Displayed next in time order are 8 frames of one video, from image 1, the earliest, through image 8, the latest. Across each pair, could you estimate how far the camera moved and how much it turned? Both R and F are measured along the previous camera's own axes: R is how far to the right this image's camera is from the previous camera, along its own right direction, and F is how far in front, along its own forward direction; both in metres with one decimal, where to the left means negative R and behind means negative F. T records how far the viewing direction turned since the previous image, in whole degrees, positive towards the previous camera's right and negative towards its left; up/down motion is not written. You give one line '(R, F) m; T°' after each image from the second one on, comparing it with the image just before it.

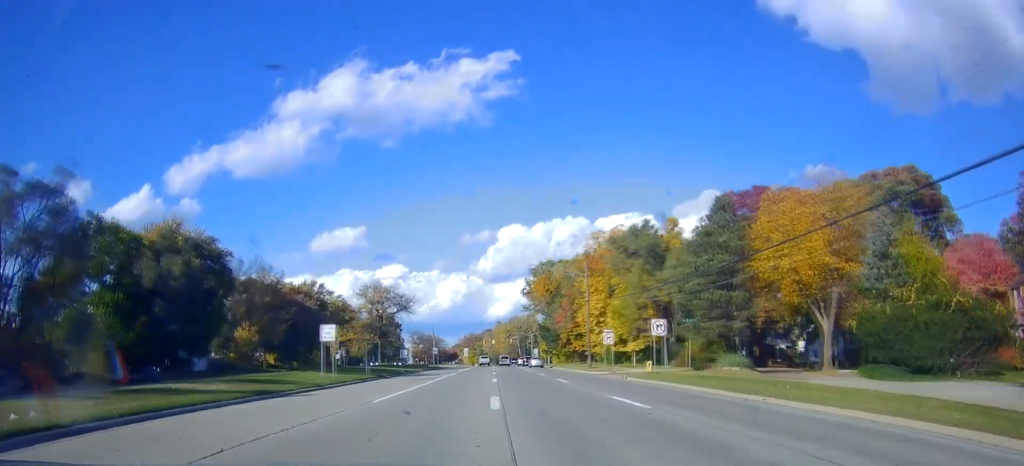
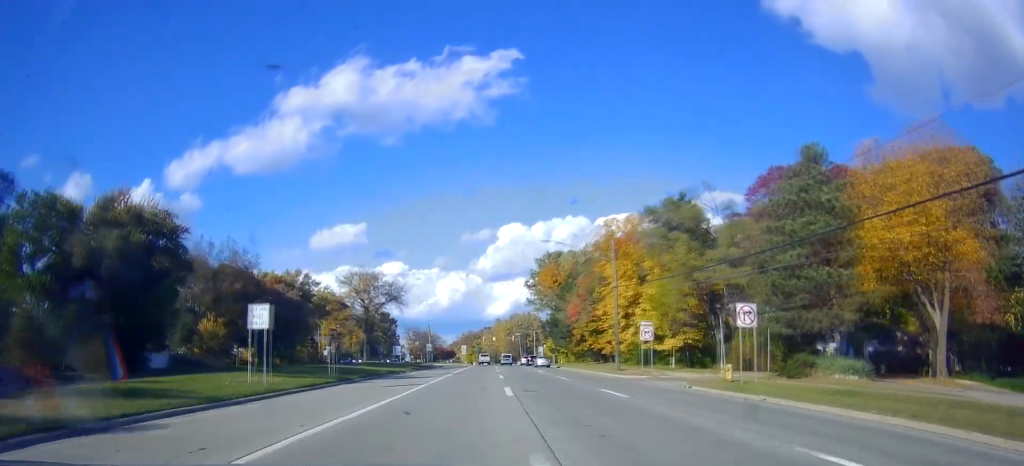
(+0.4, +11.1) m; +1°
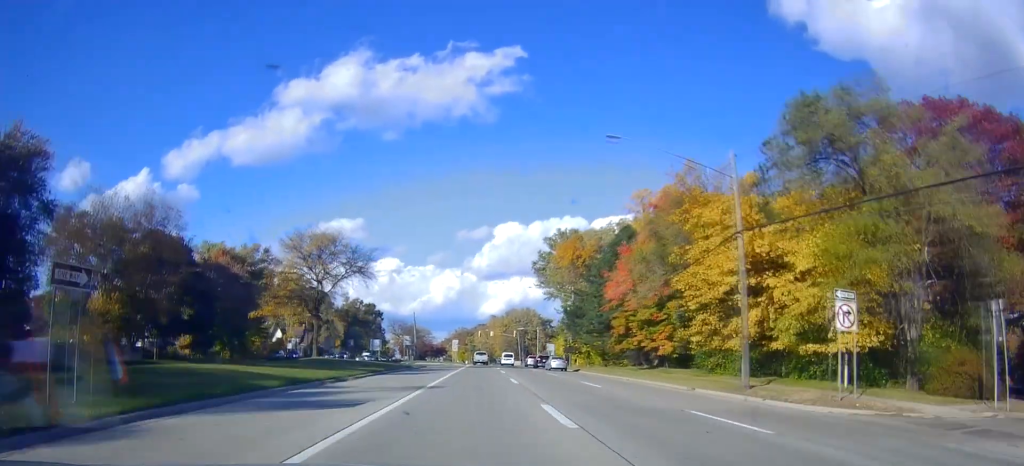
(-0.1, +22.9) m; +3°
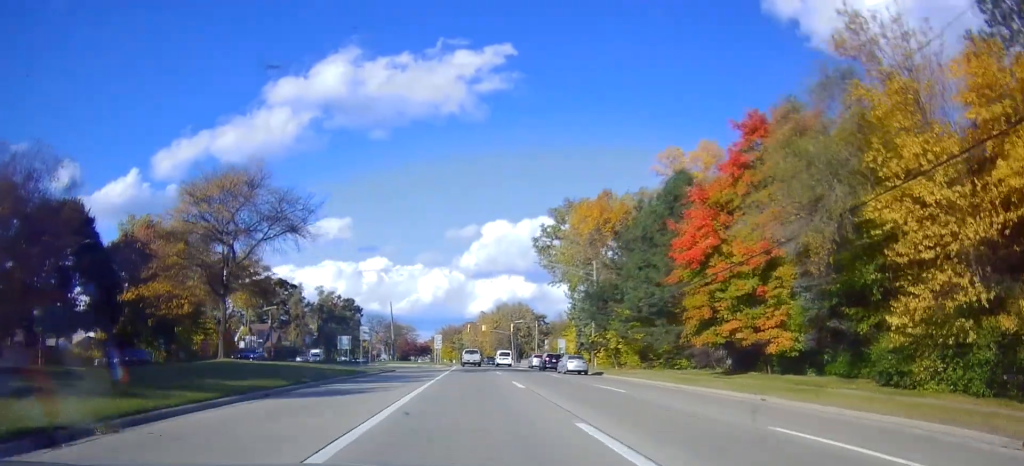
(+1.1, +20.2) m; +1°
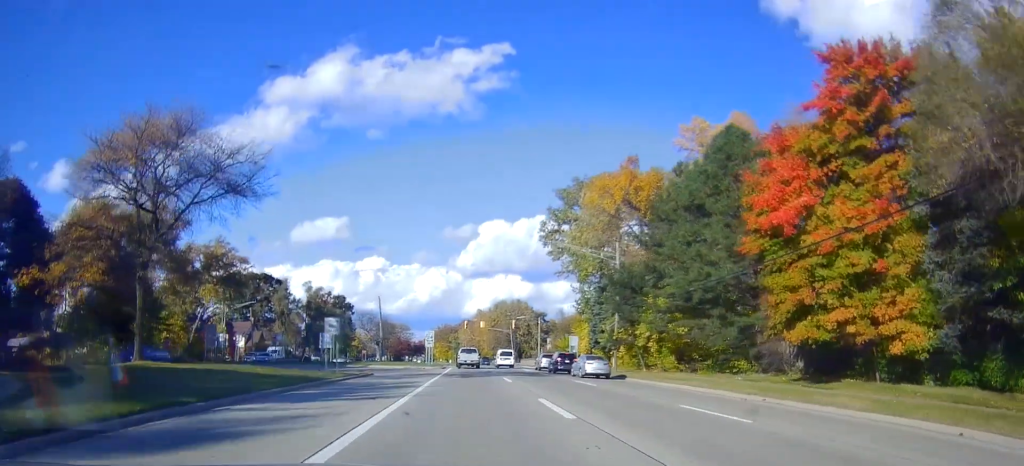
(-0.7, +10.4) m; -1°
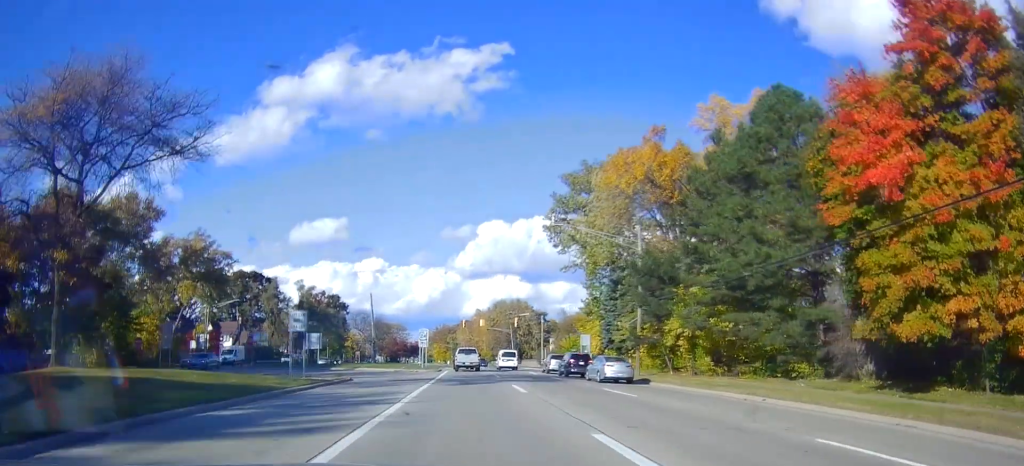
(0.0, +6.9) m; +1°
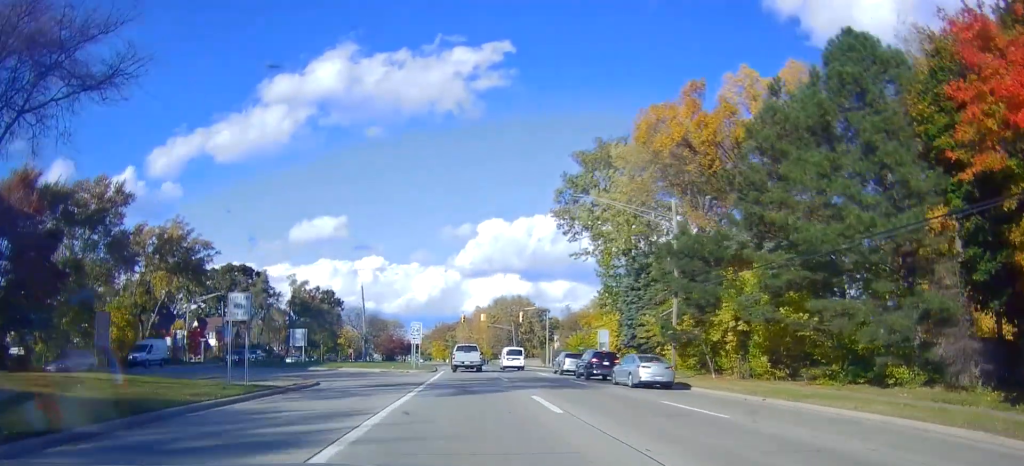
(+0.3, +7.8) m; +2°
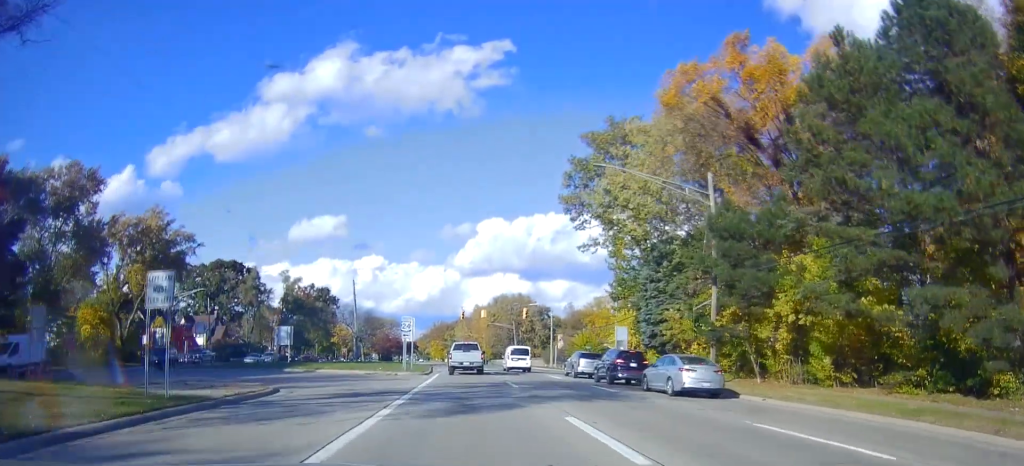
(0.0, +5.4) m; -2°
